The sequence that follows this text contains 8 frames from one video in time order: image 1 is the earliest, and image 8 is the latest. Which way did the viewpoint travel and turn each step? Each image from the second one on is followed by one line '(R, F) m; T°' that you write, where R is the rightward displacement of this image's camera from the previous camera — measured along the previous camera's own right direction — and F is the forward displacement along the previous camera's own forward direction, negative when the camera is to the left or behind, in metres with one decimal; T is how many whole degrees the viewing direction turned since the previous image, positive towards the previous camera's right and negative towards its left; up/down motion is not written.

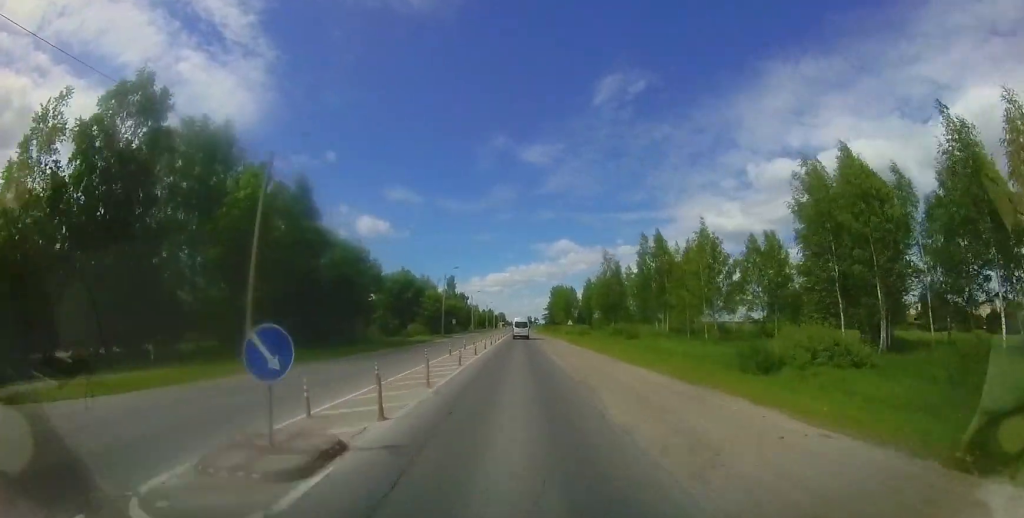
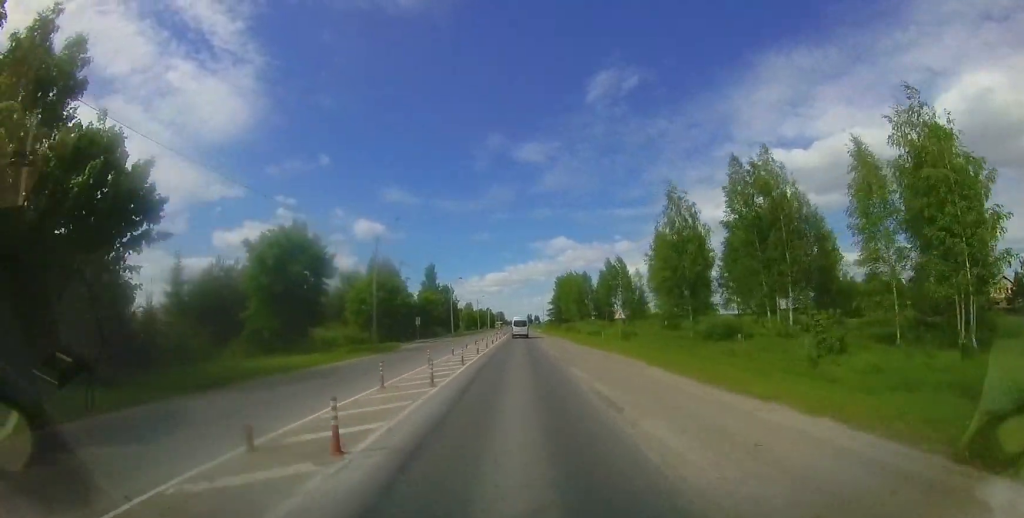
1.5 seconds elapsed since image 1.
(-0.2, +26.4) m; 0°
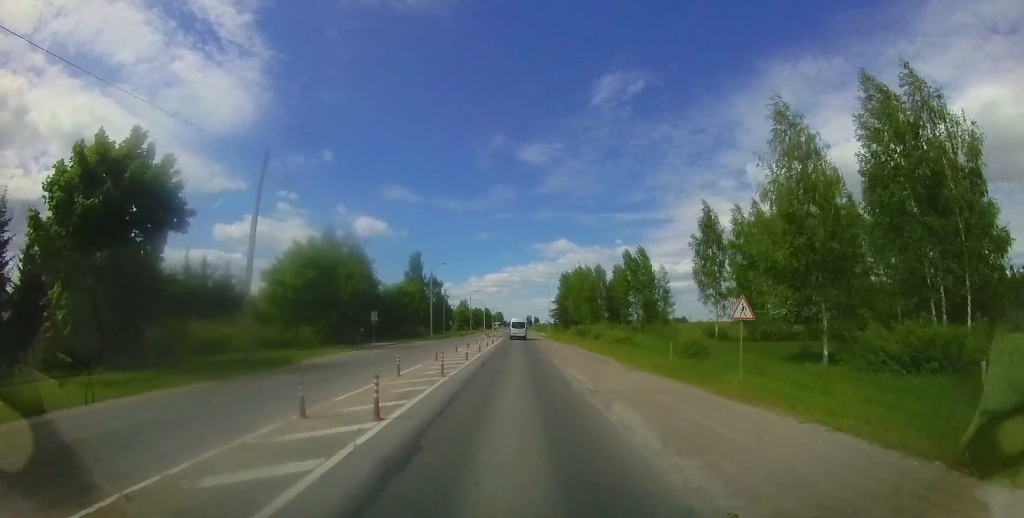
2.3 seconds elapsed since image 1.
(+0.1, +14.4) m; 0°
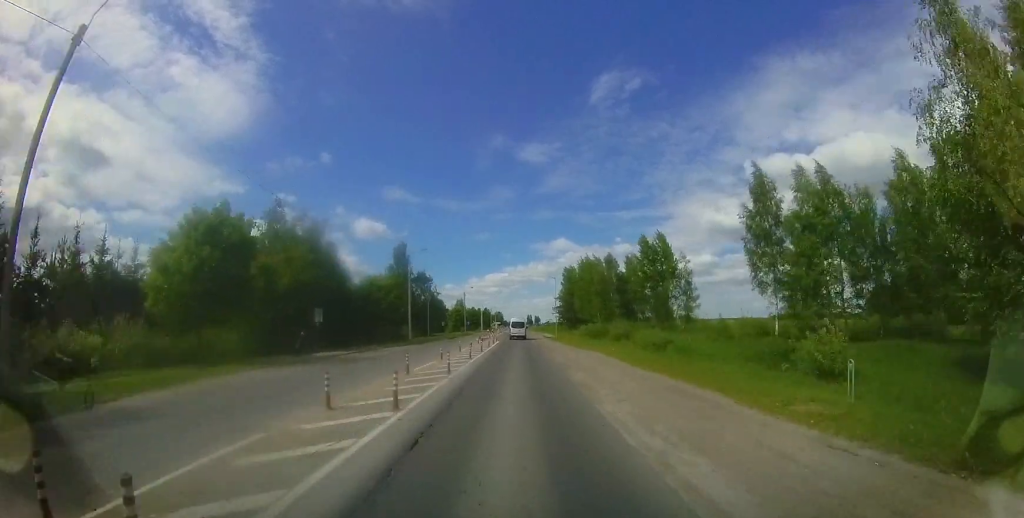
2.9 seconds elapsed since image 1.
(-0.1, +9.3) m; -1°
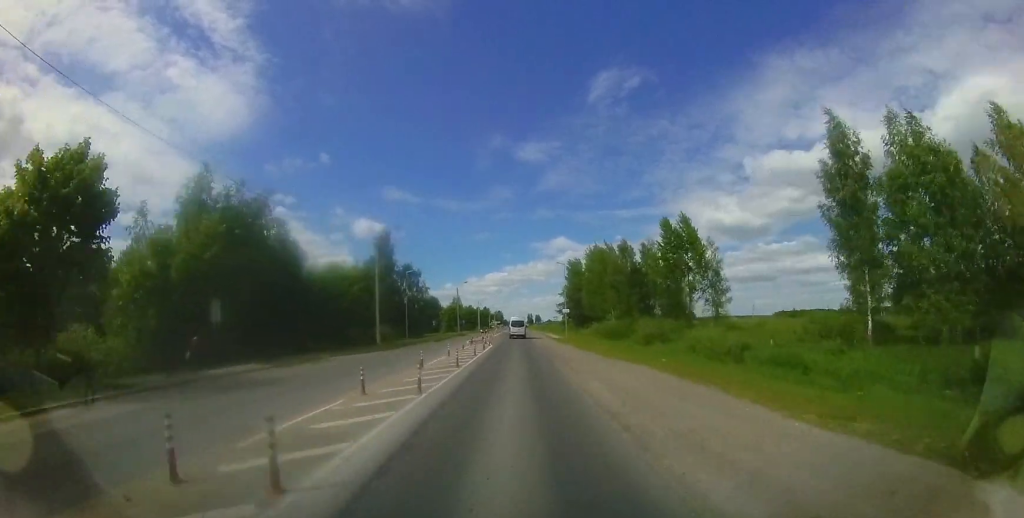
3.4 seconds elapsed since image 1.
(0.0, +9.2) m; 0°
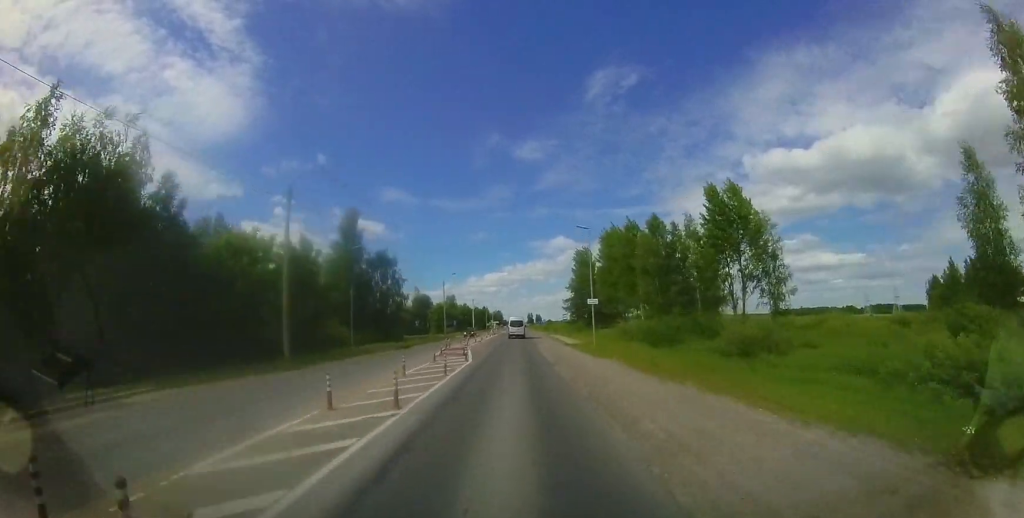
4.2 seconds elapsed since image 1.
(0.0, +12.8) m; 0°
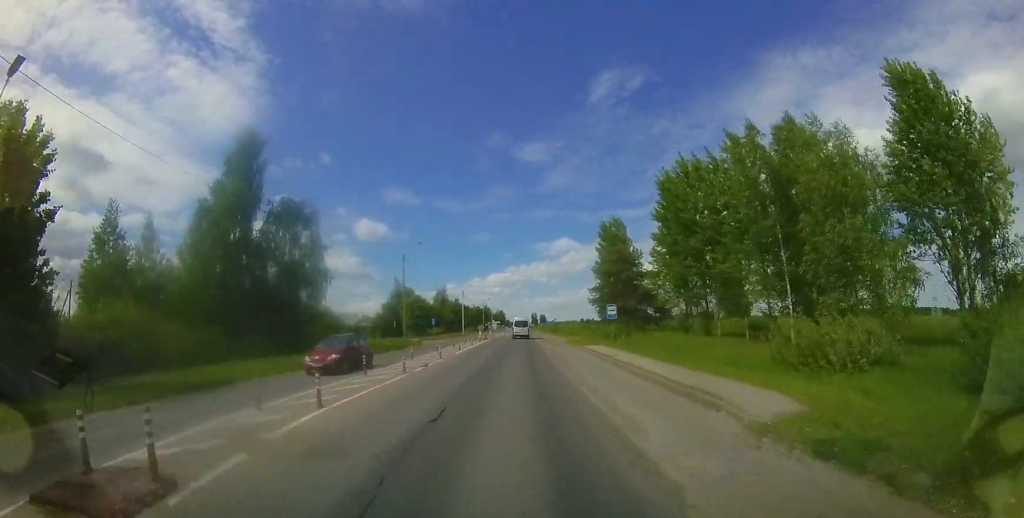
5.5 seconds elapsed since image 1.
(-0.2, +22.0) m; -1°
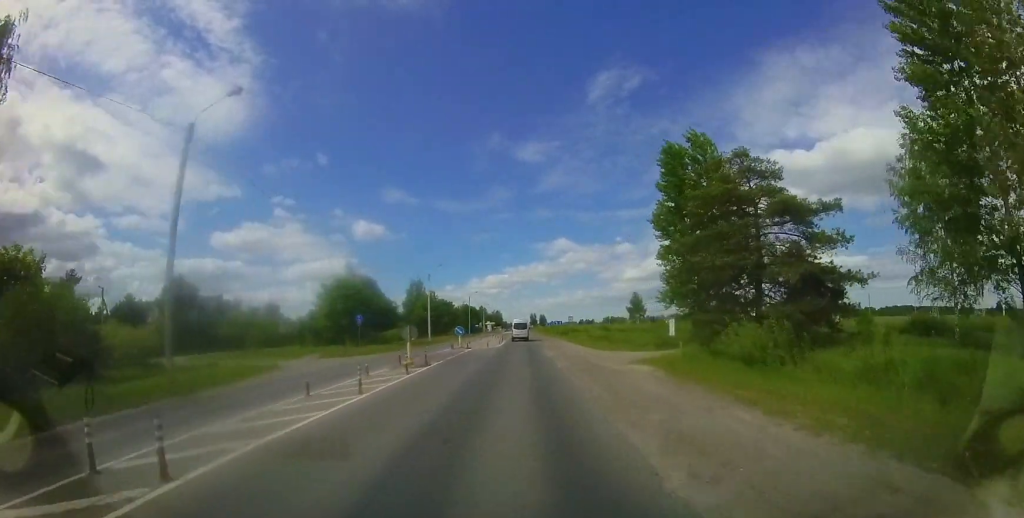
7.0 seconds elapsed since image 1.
(+0.1, +26.3) m; +1°
